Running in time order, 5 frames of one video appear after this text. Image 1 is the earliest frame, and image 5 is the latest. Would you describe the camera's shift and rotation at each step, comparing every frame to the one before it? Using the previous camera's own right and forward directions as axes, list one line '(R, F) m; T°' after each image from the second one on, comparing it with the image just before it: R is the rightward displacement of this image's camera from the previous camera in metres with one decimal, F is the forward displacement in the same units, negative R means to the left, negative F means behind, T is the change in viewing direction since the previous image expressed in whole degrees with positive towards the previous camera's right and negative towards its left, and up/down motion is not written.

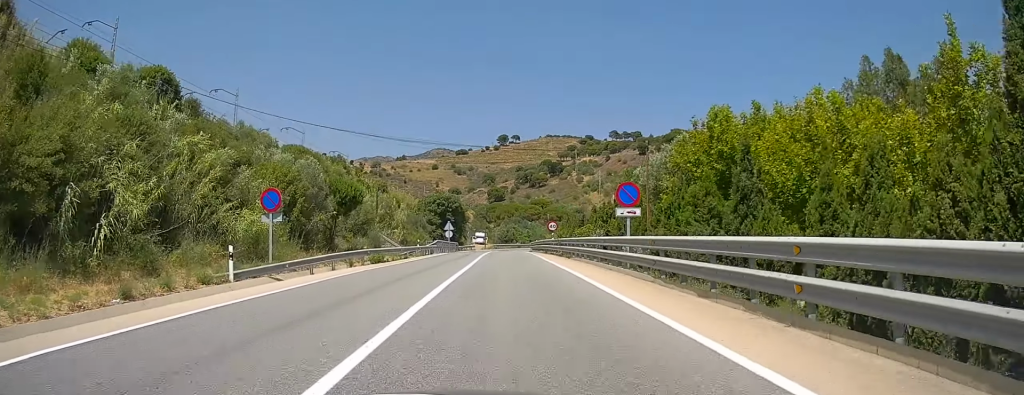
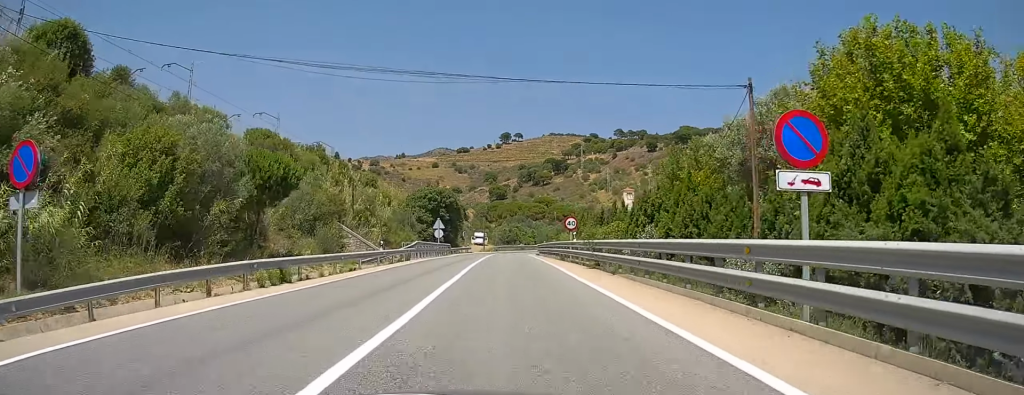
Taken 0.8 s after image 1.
(0.0, +14.4) m; 0°
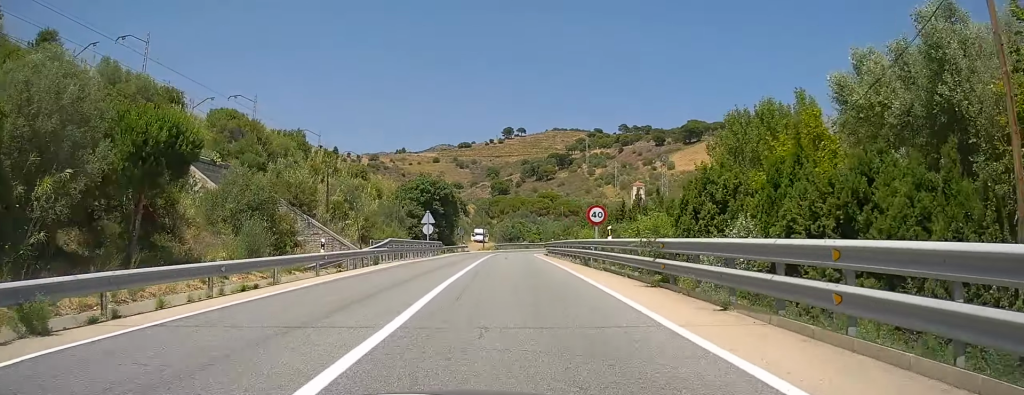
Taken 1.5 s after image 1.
(0.0, +10.9) m; 0°
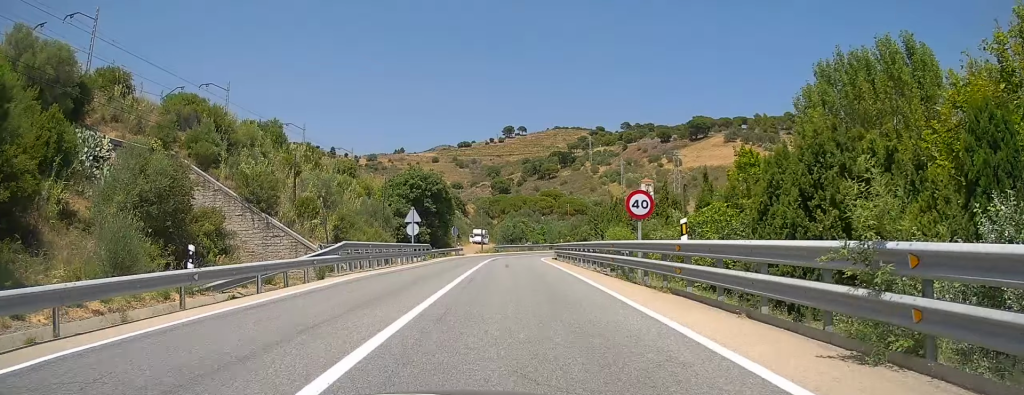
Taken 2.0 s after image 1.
(0.0, +9.6) m; 0°
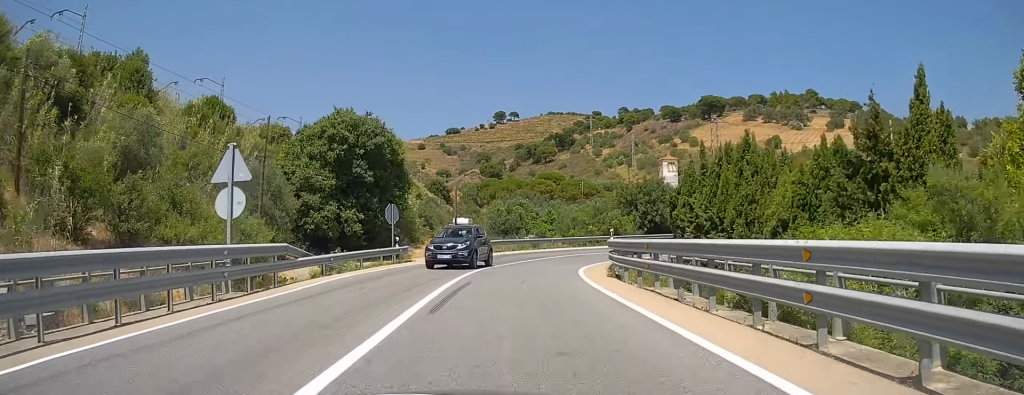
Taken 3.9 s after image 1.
(+0.1, +30.5) m; +2°
